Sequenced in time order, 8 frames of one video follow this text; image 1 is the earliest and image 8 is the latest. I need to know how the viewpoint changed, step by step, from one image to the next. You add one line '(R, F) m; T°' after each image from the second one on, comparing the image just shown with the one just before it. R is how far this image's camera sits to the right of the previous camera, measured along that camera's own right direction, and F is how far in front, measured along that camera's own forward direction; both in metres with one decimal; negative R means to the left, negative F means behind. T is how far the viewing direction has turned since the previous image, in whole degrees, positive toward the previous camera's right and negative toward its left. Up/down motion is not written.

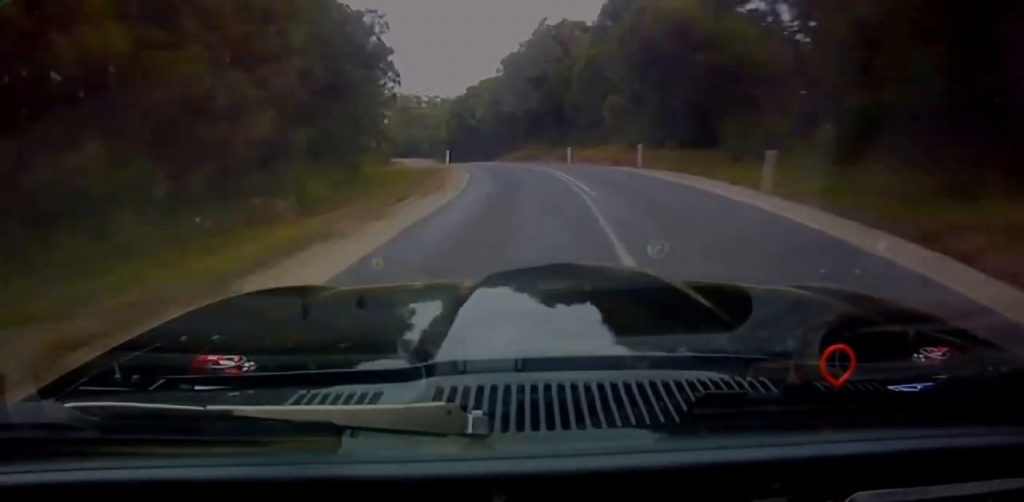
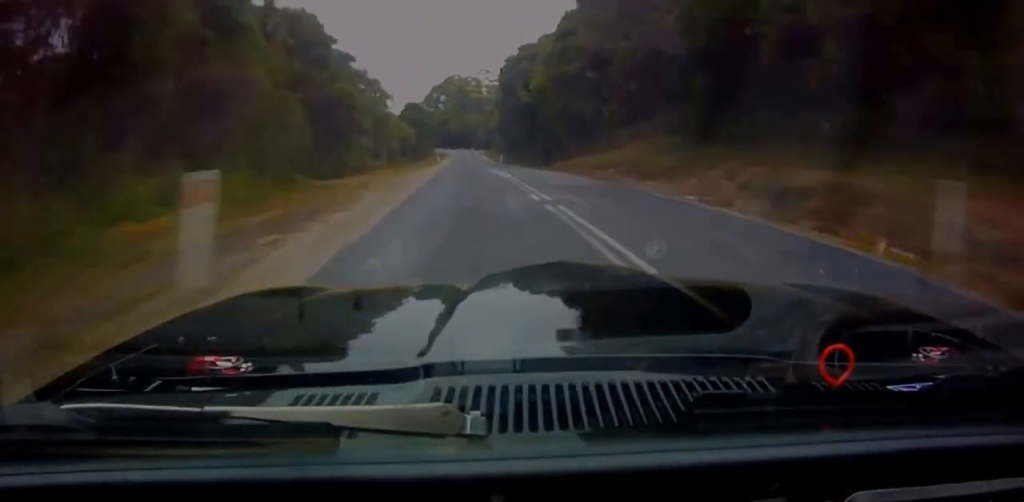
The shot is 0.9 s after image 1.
(-1.9, +36.4) m; -5°
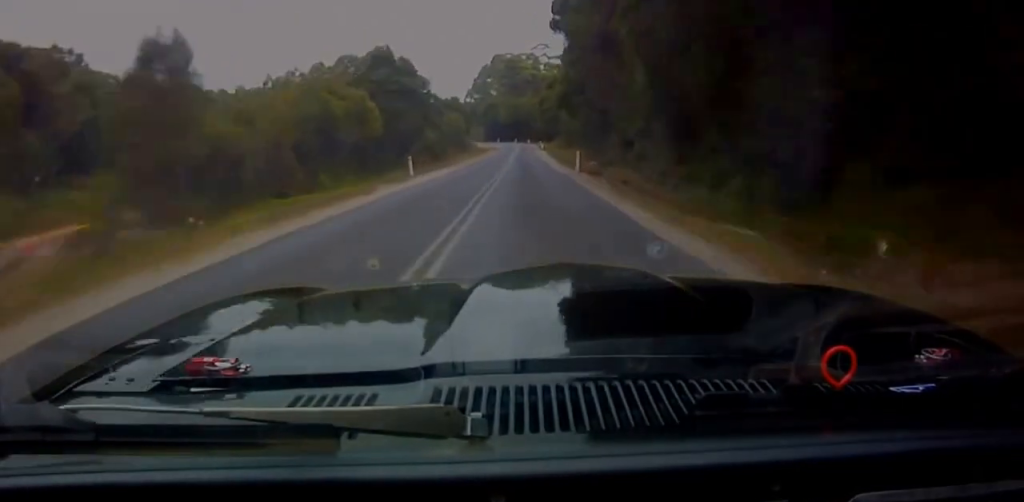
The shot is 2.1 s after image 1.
(-1.9, +52.4) m; -2°
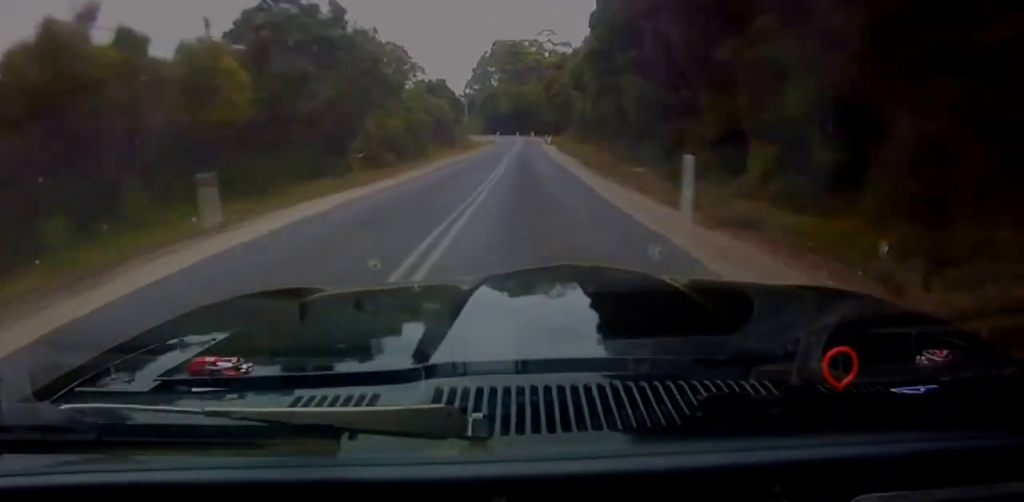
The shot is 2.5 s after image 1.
(0.0, +21.0) m; 0°
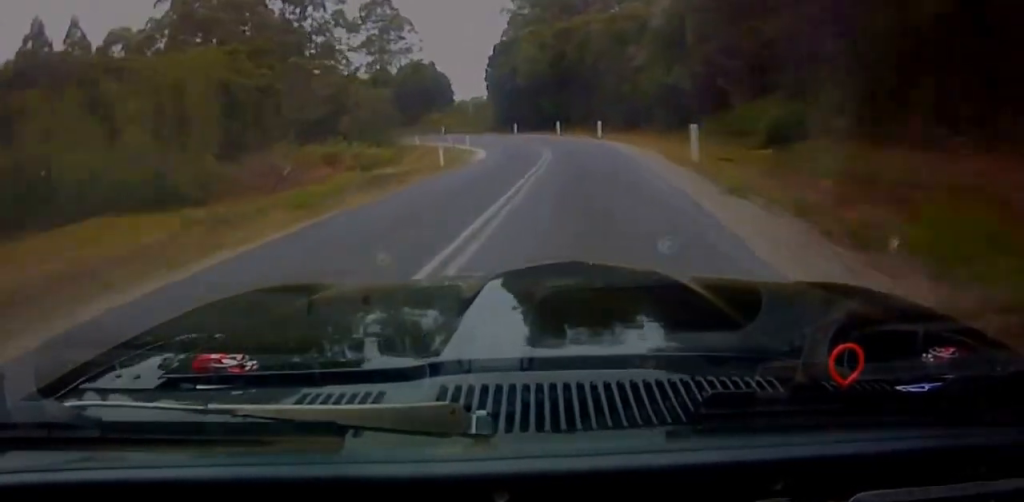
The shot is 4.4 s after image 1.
(-5.6, +75.4) m; -13°
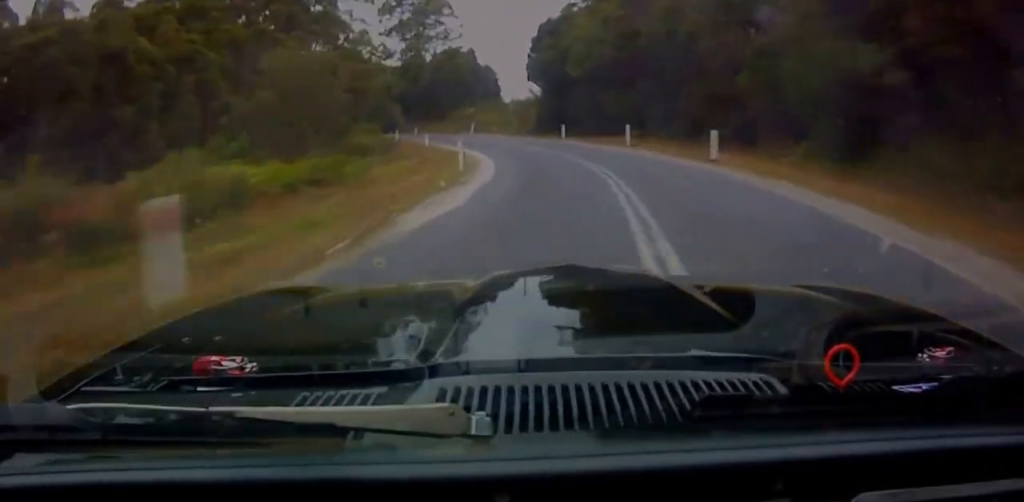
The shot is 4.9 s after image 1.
(-0.5, +18.8) m; -5°
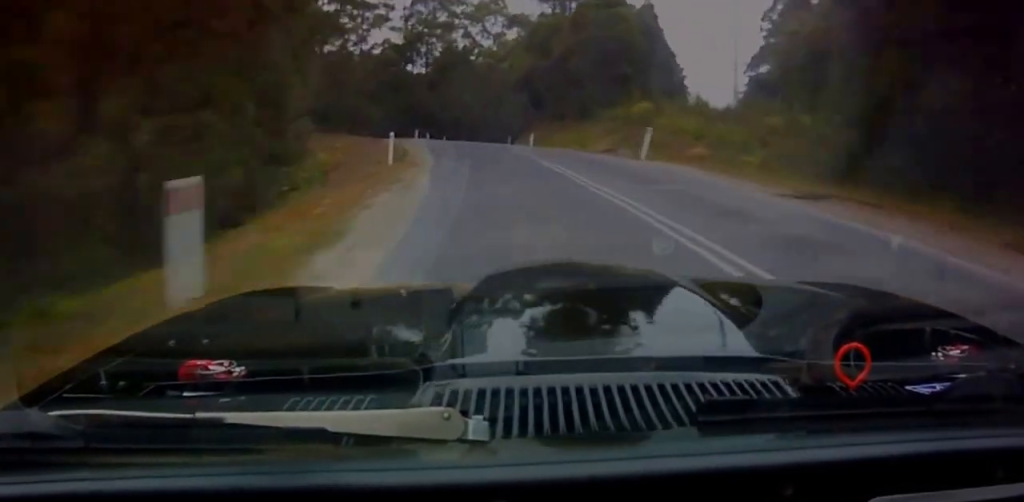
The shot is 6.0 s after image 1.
(-4.1, +41.4) m; -7°
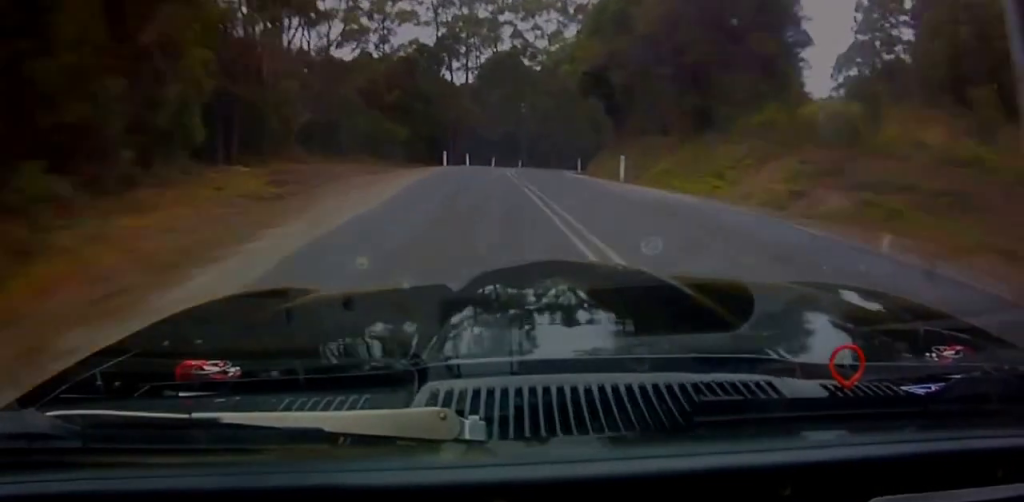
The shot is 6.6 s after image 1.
(-1.0, +20.0) m; 0°
